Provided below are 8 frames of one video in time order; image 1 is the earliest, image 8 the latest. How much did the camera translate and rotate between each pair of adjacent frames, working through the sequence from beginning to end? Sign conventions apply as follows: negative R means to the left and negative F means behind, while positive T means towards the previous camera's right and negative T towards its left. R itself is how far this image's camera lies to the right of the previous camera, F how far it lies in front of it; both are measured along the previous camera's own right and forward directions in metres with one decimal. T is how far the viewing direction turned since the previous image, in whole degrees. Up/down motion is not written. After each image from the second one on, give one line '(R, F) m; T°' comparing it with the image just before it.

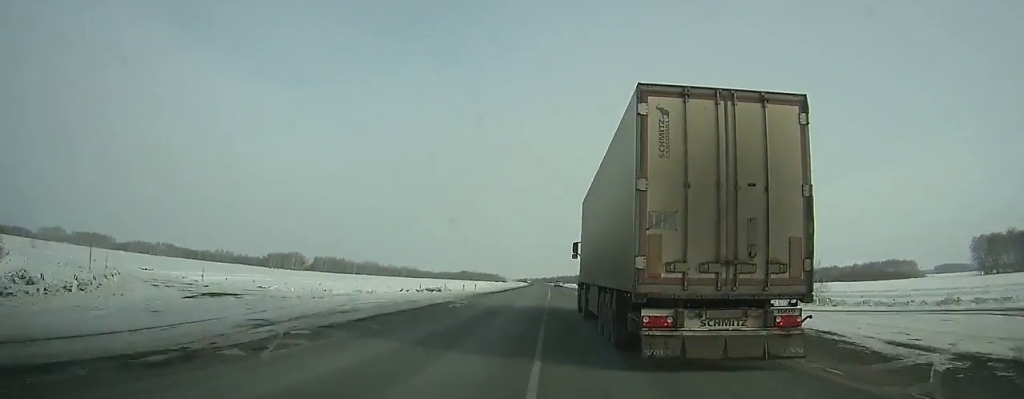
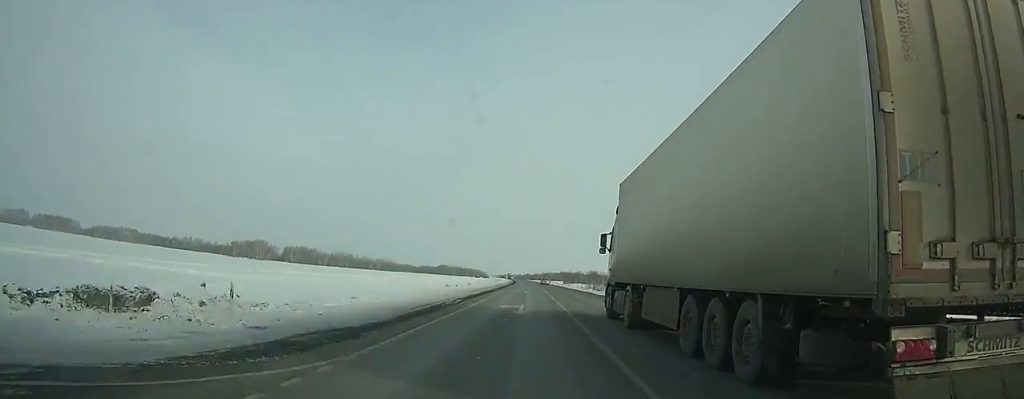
(+0.1, +48.6) m; 0°
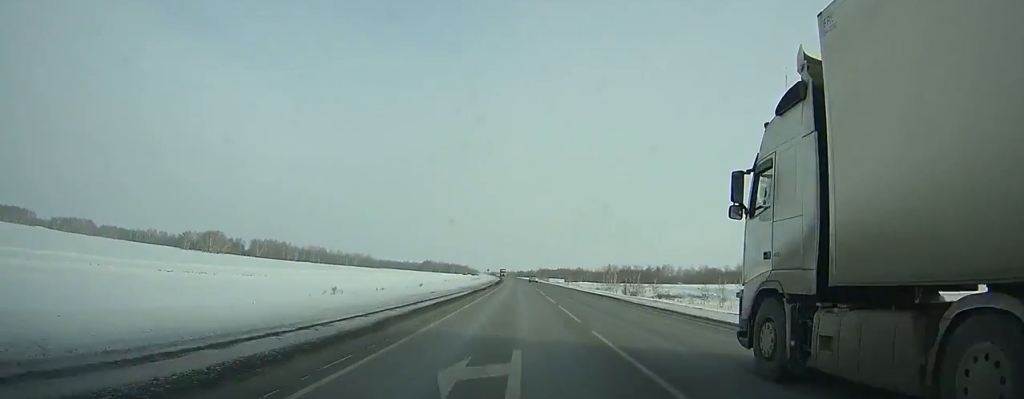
(+0.9, +79.1) m; +1°
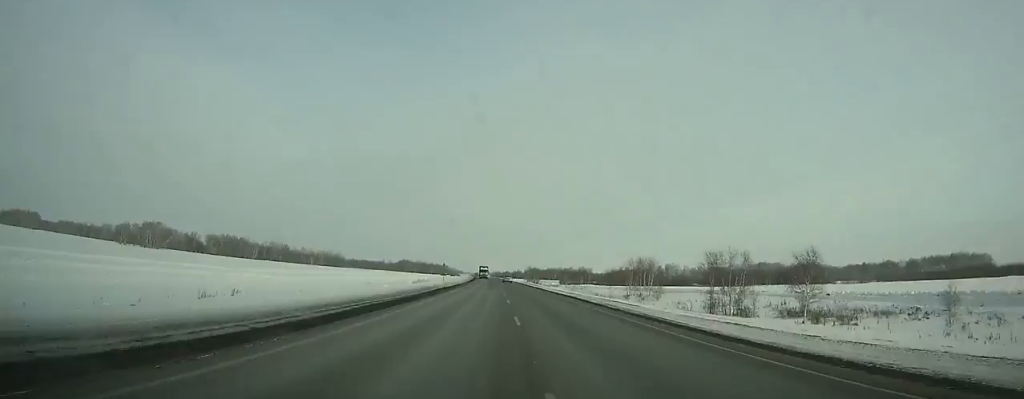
(+0.2, +69.4) m; -1°
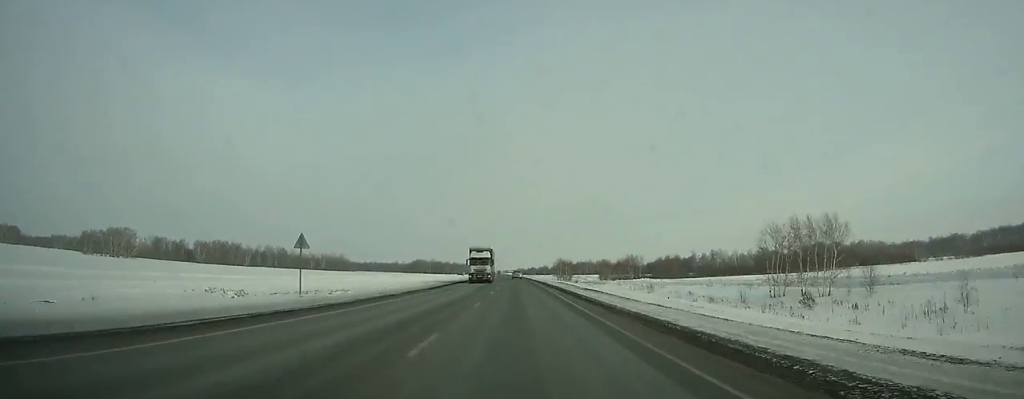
(-0.3, +65.4) m; -1°
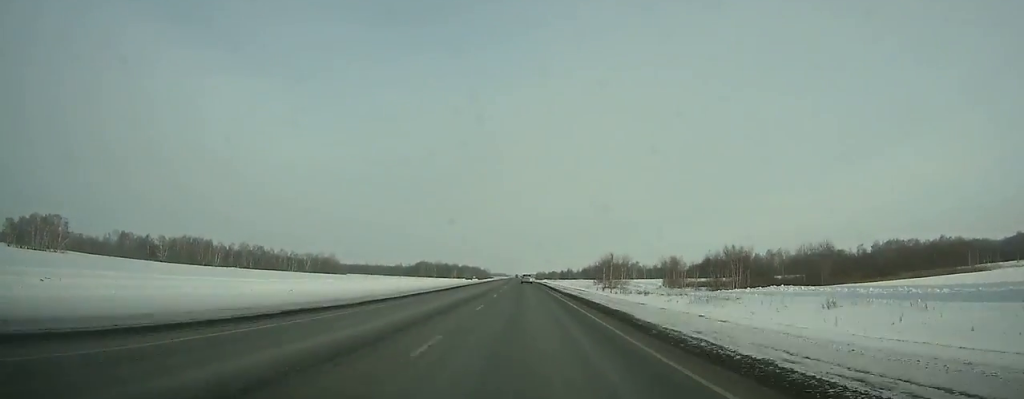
(-1.8, +84.8) m; -2°
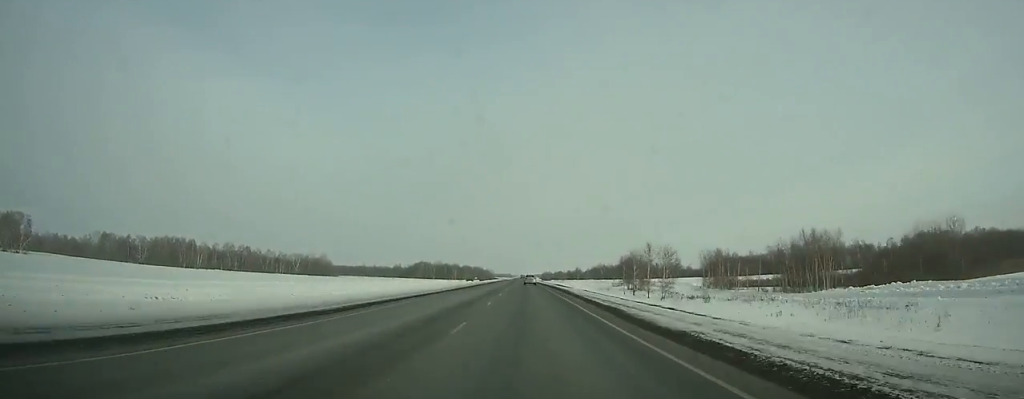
(-0.3, +32.4) m; 0°
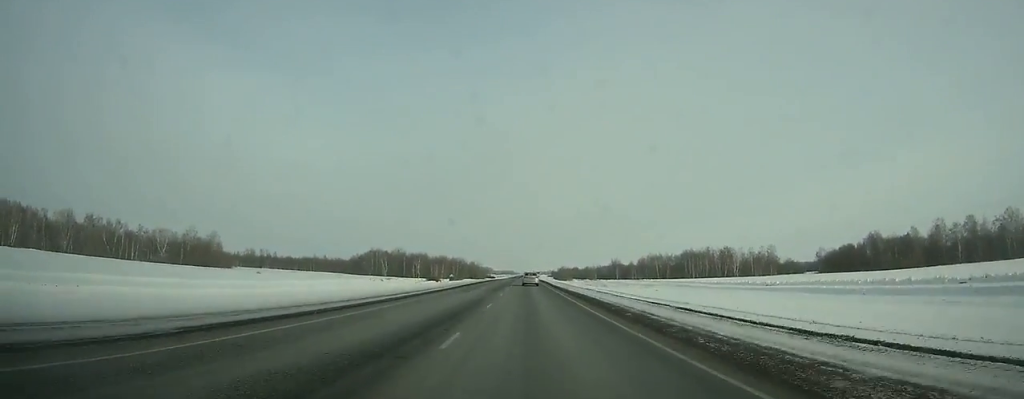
(-1.7, +168.6) m; -1°
